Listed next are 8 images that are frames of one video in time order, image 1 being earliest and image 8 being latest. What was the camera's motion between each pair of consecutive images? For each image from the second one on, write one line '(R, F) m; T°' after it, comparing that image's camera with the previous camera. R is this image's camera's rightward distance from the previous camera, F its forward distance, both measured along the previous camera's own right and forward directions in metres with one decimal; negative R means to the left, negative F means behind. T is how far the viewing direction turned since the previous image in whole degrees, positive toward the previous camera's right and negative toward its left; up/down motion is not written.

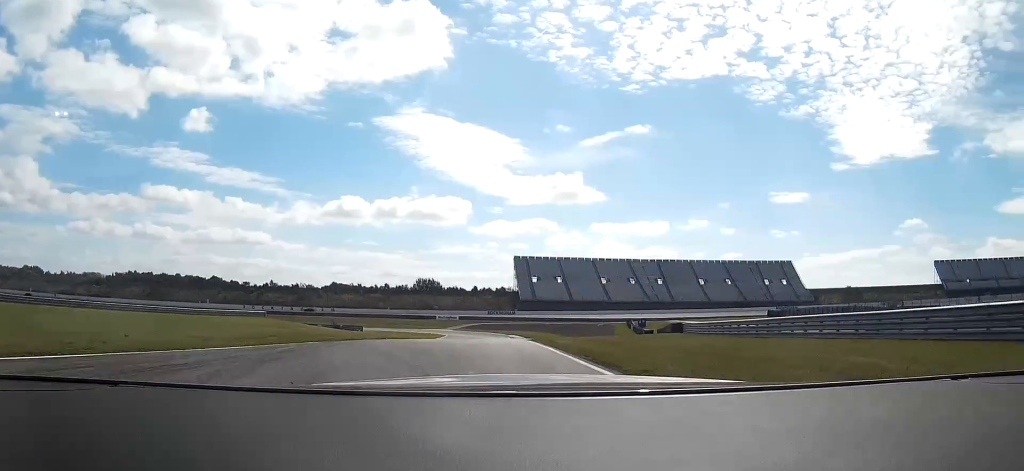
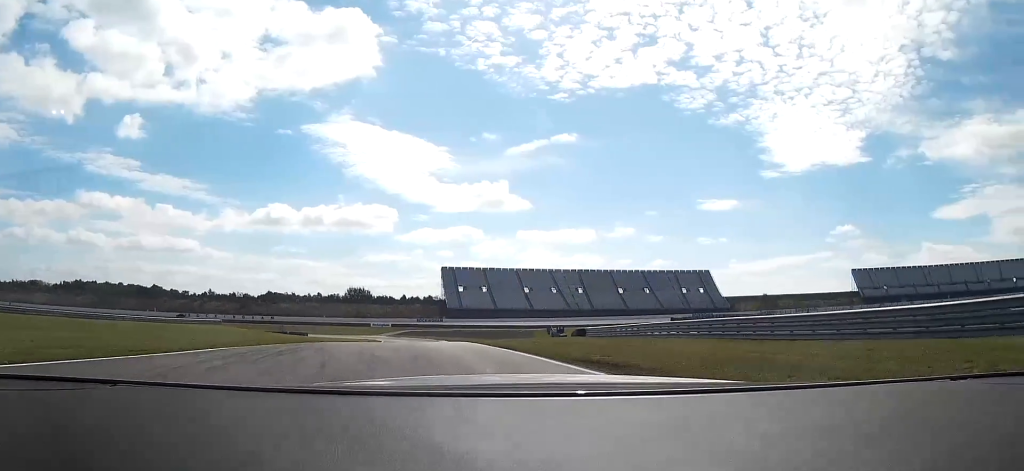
(+0.3, +15.0) m; +5°
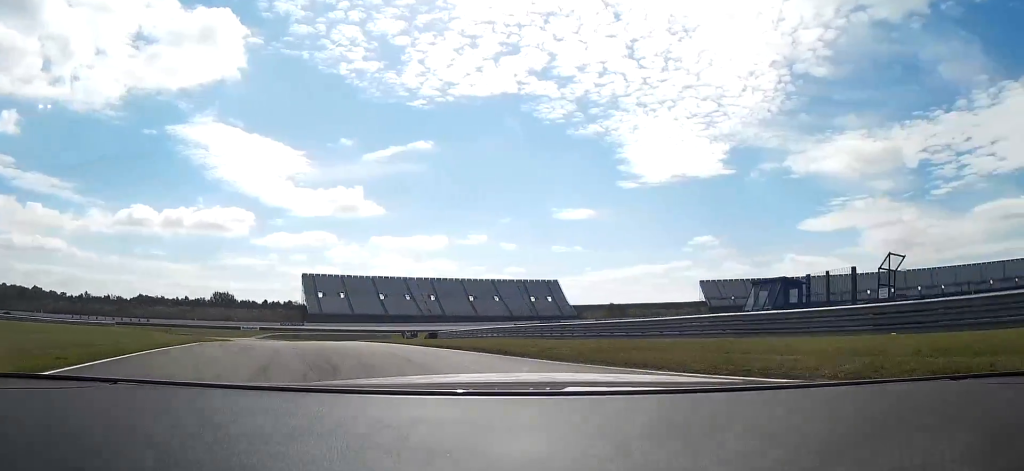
(+0.1, +15.5) m; +9°
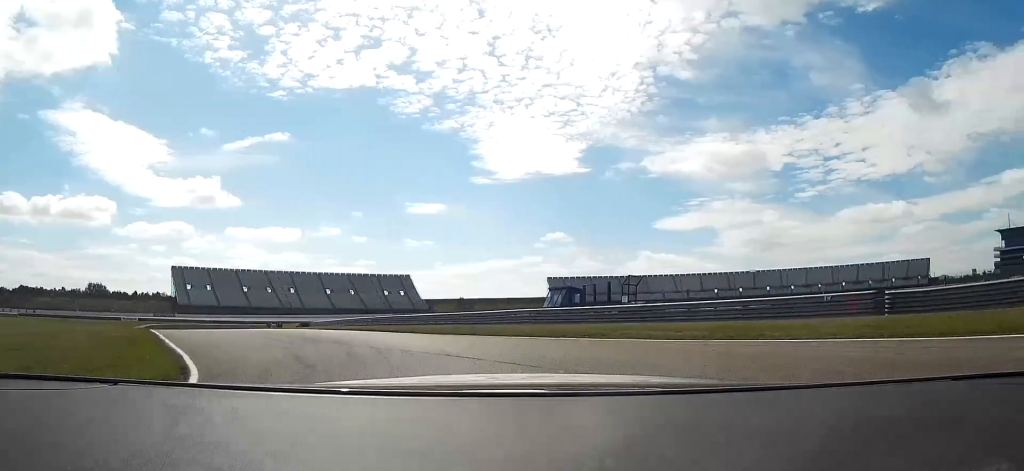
(+2.0, +14.0) m; +16°
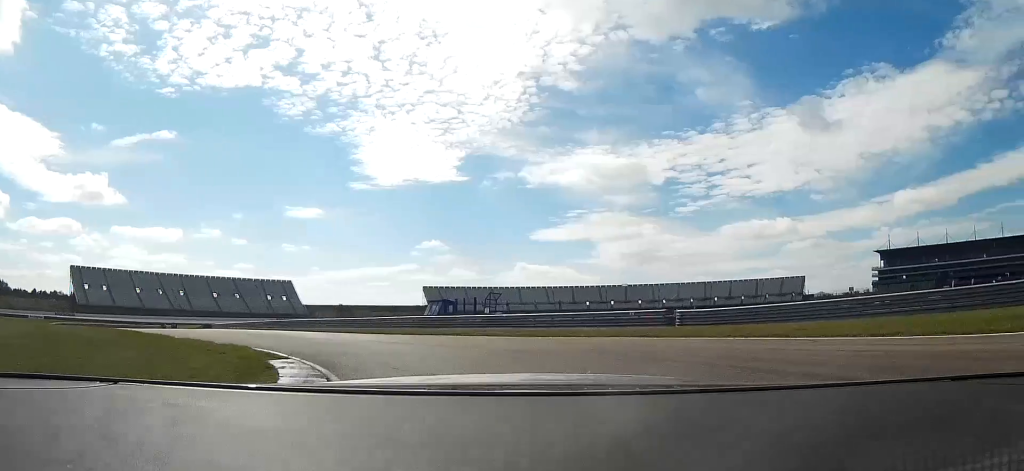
(+1.5, +10.7) m; +12°
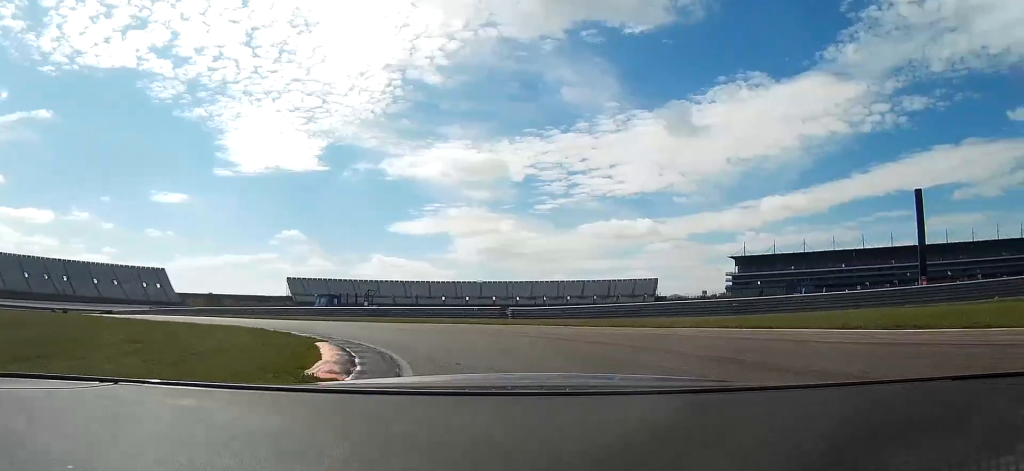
(+1.3, +13.2) m; +13°
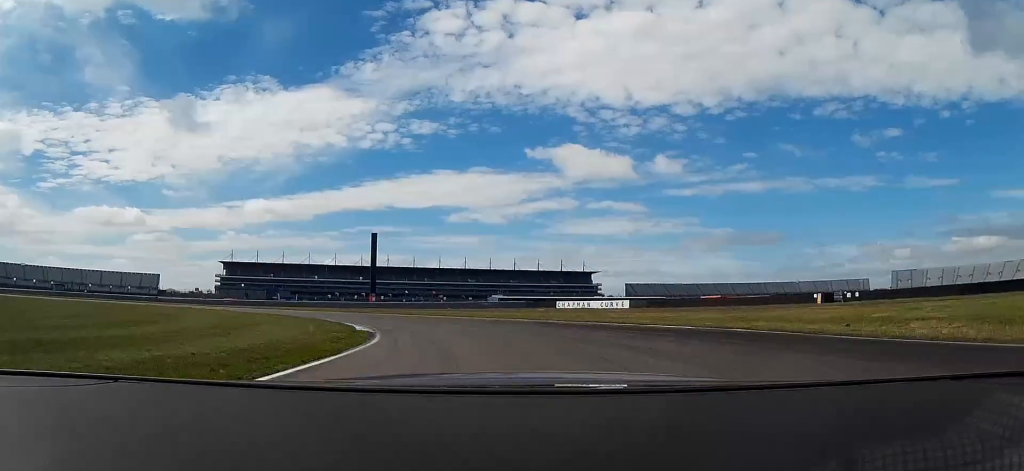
(+27.8, +59.1) m; +41°
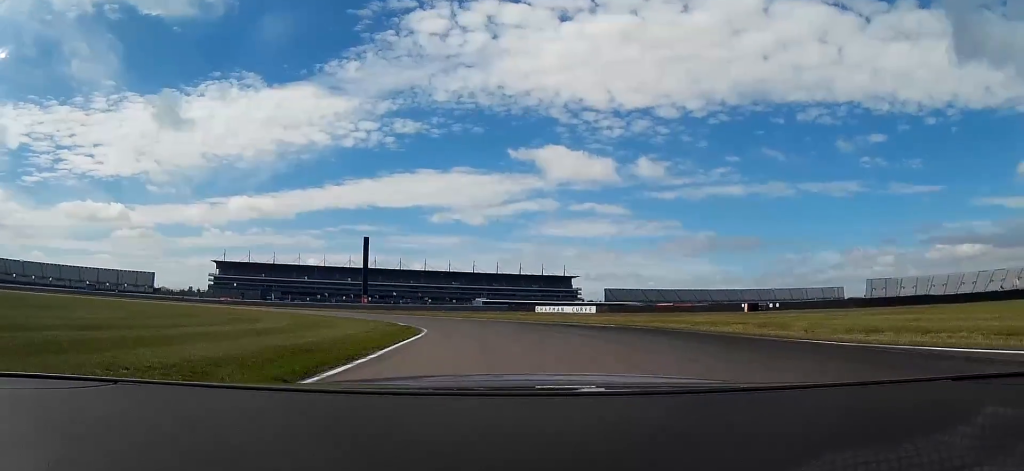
(+0.6, +15.4) m; +2°
